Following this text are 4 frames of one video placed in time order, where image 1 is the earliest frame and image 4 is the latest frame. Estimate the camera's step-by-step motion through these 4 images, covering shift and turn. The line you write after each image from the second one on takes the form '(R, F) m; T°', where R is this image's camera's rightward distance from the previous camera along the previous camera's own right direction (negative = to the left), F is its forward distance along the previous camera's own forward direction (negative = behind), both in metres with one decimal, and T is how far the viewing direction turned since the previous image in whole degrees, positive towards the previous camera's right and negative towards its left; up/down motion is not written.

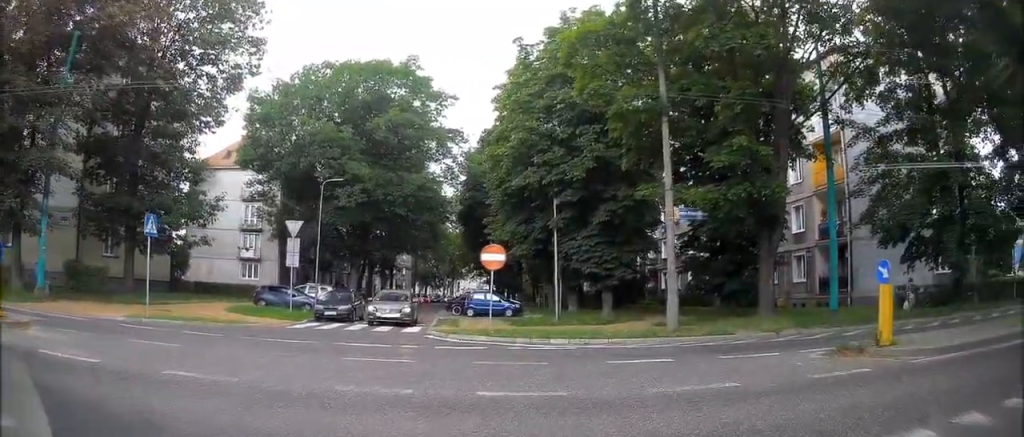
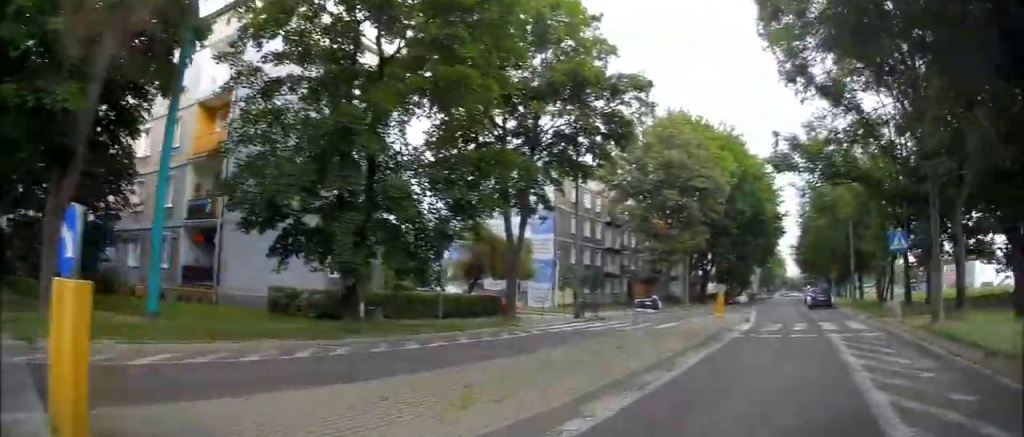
(+2.8, +4.9) m; +61°
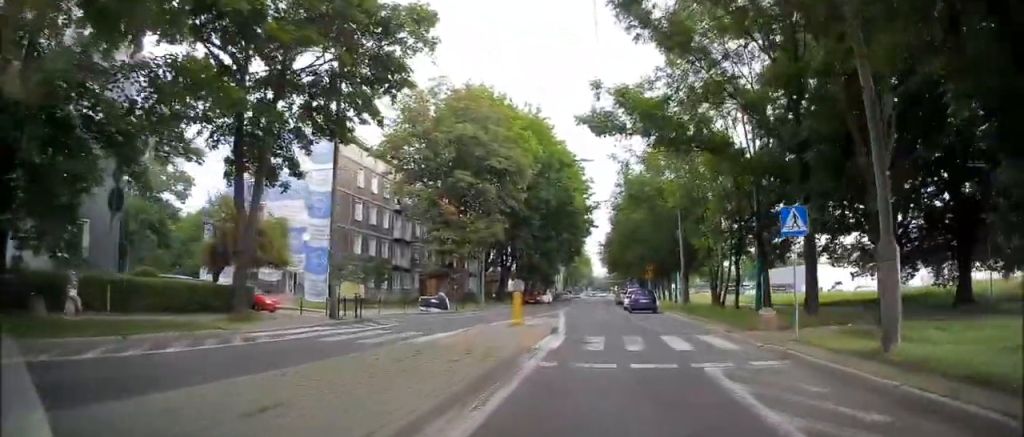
(+0.9, +4.8) m; +16°
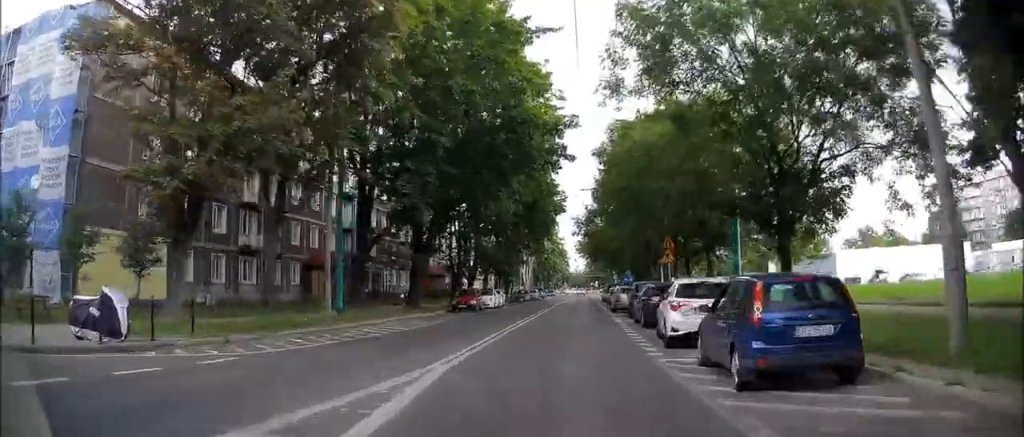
(+4.9, +23.8) m; +13°
